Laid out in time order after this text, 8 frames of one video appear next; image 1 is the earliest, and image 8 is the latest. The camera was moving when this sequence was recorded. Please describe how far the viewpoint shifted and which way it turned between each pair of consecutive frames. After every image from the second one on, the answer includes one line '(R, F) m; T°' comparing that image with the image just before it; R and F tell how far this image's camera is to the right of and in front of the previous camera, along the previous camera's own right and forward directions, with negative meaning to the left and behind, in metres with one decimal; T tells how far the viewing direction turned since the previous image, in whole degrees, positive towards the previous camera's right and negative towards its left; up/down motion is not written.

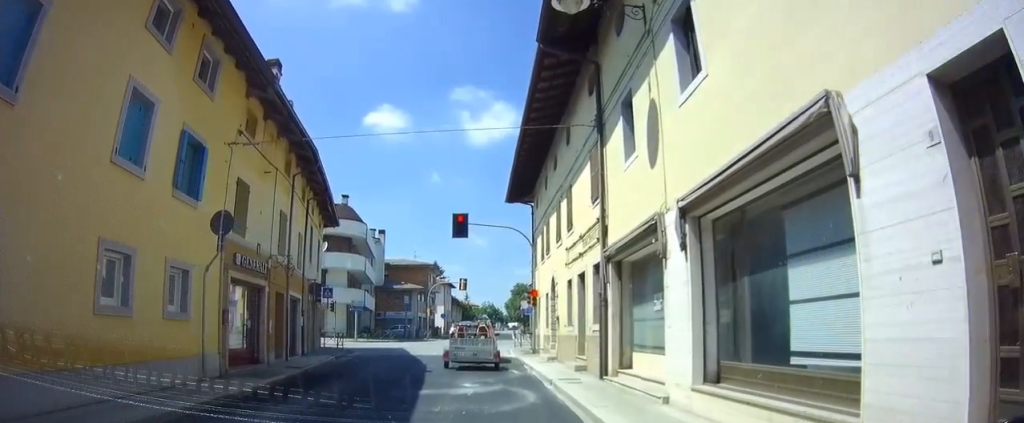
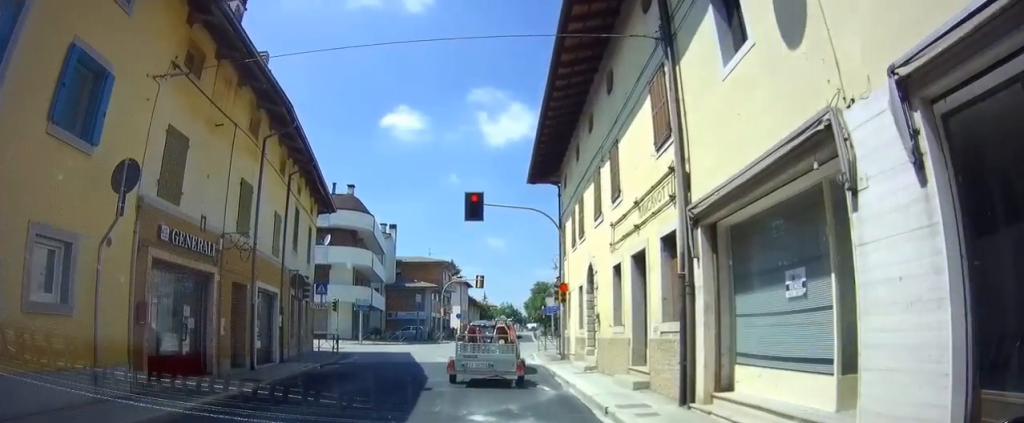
(-0.2, +4.0) m; -7°
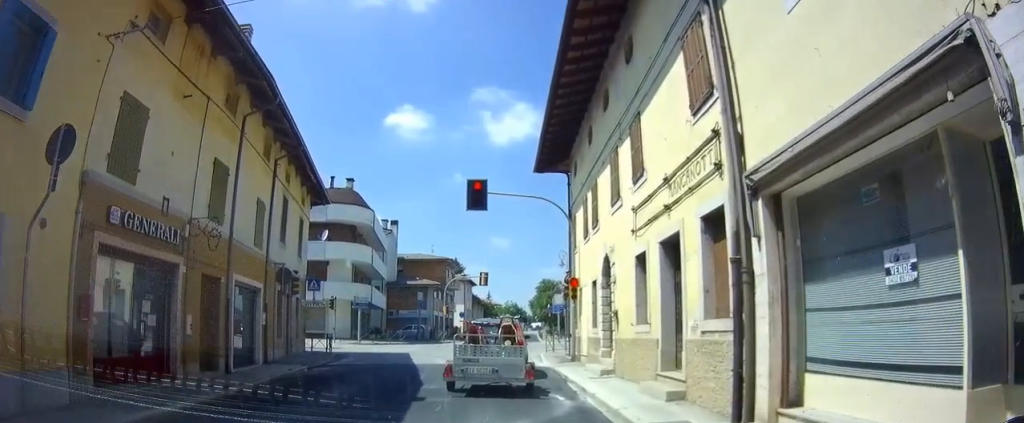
(0.0, +1.6) m; -1°
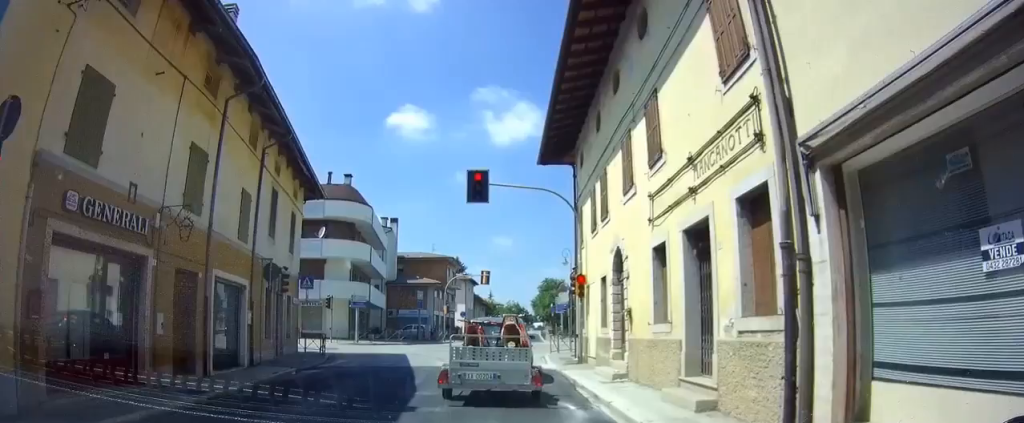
(0.0, +1.3) m; 0°
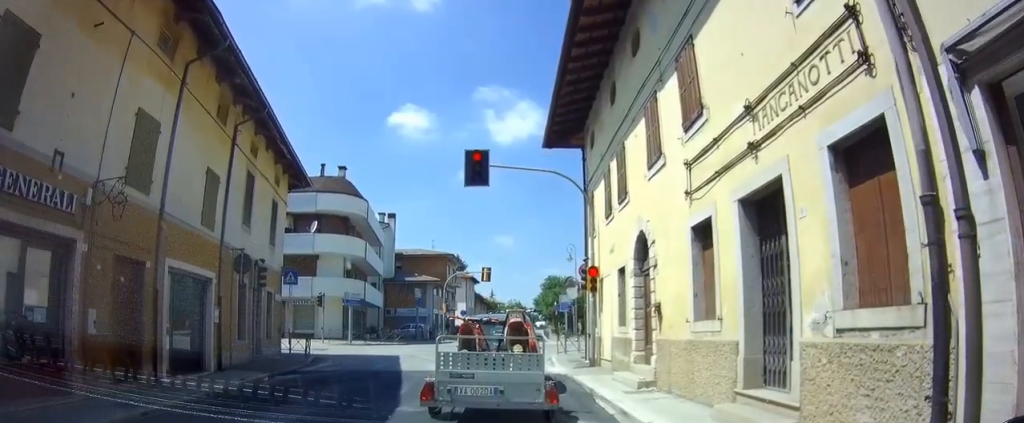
(0.0, +1.5) m; 0°
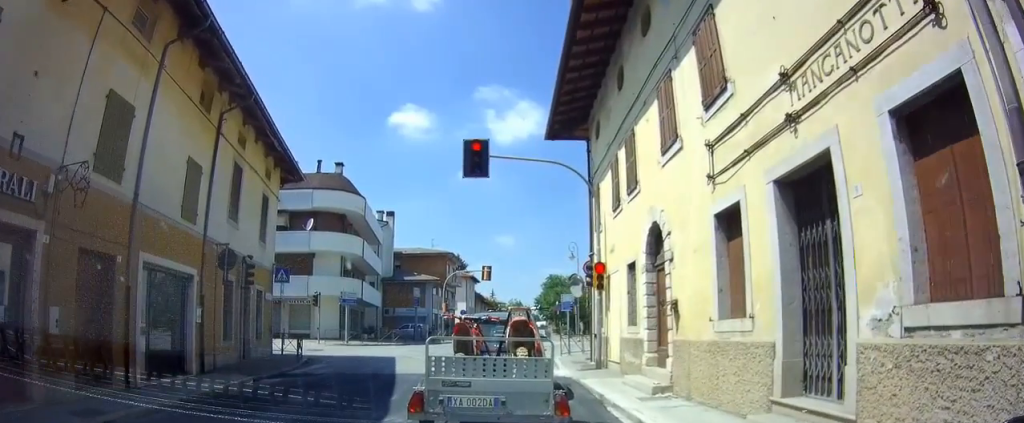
(-0.1, +0.5) m; 0°
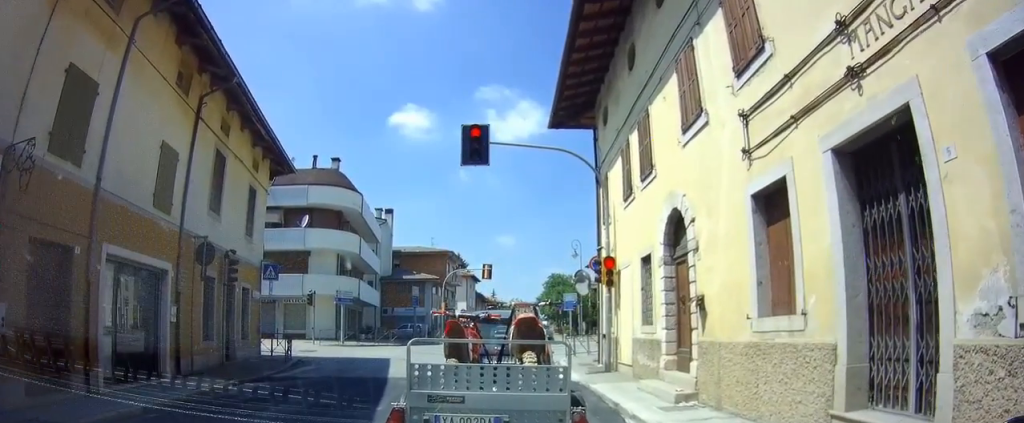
(0.0, +0.7) m; 0°
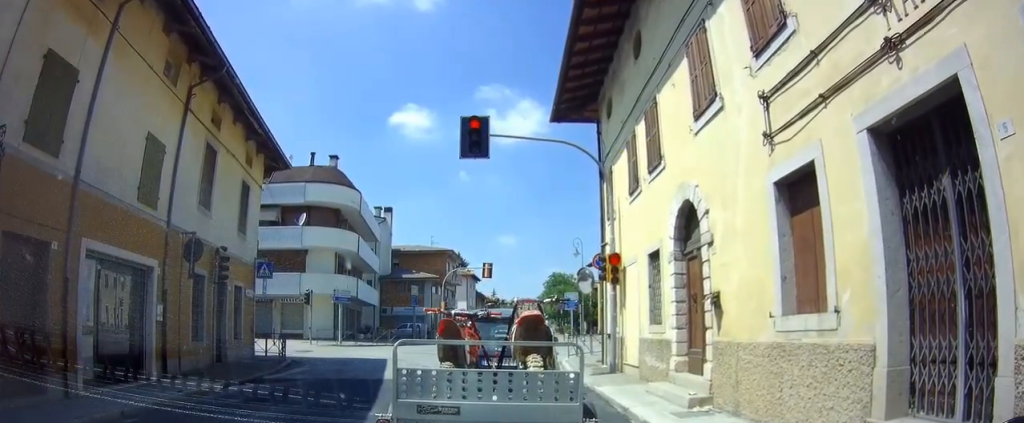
(+0.2, +0.5) m; 0°
